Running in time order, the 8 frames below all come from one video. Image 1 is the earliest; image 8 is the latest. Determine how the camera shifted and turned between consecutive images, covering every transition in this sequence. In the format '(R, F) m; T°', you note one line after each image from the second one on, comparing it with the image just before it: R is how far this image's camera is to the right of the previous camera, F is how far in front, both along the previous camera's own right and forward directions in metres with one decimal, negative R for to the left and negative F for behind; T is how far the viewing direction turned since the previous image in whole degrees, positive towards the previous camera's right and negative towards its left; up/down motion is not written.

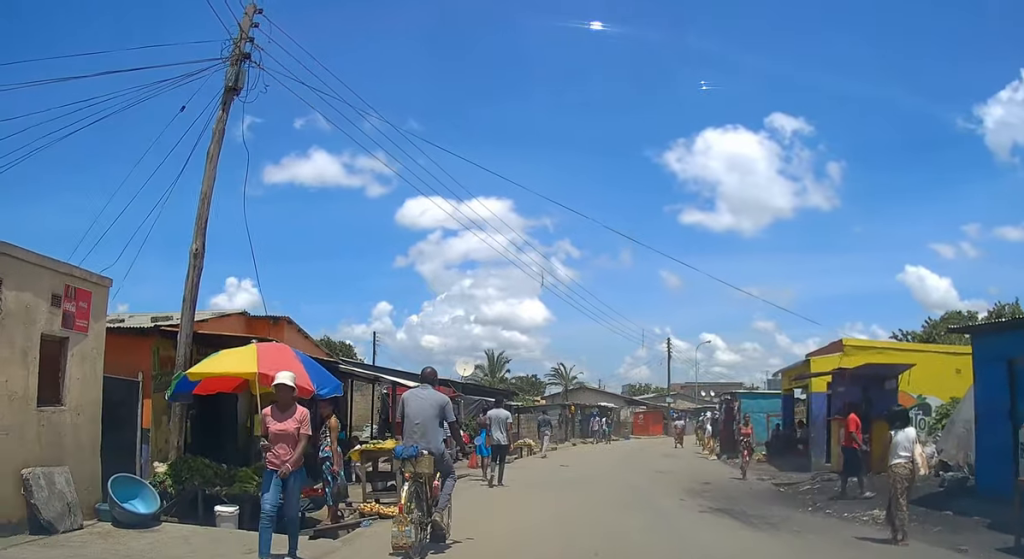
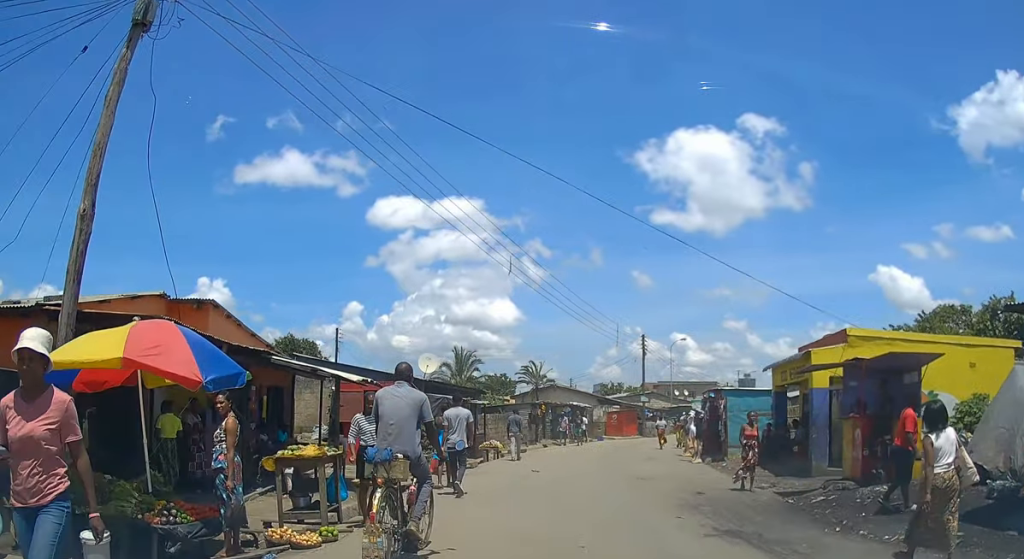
(0.0, +2.2) m; +4°
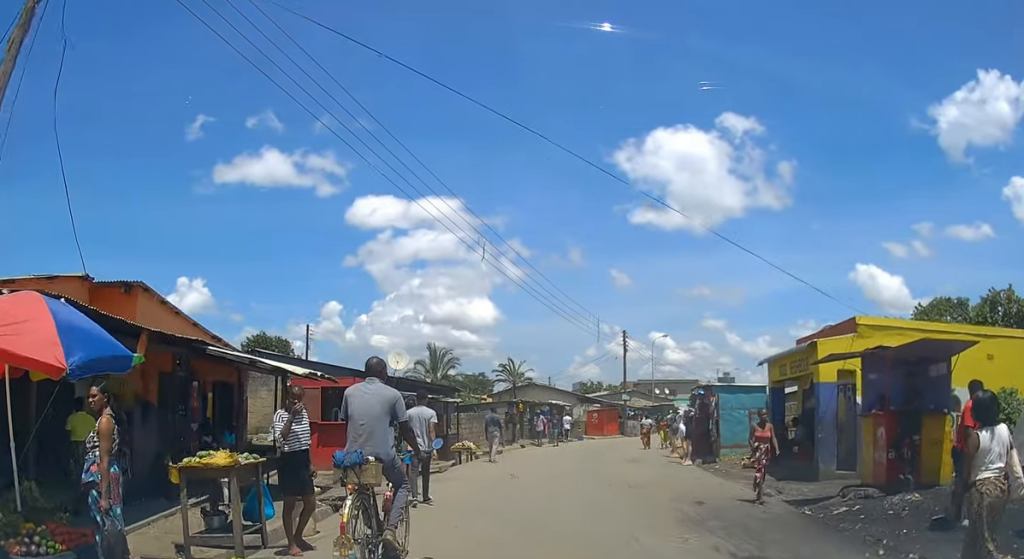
(-0.1, +1.6) m; +3°
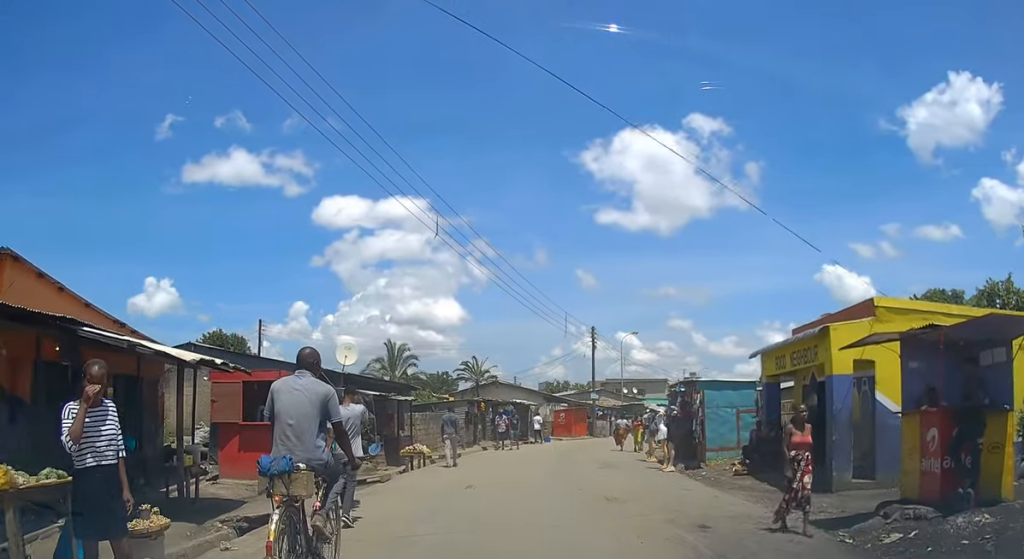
(+0.2, +2.6) m; +4°
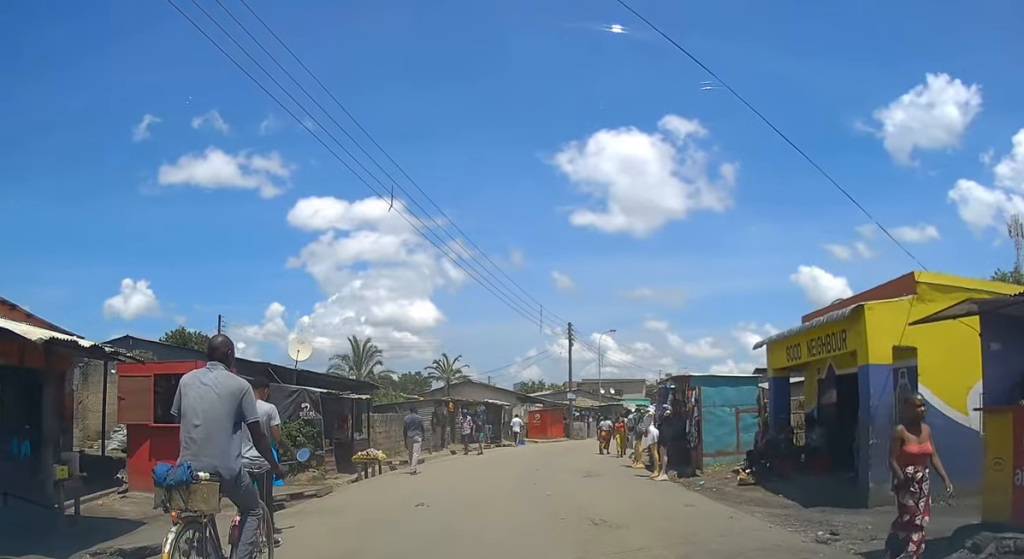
(+0.1, +2.6) m; +3°
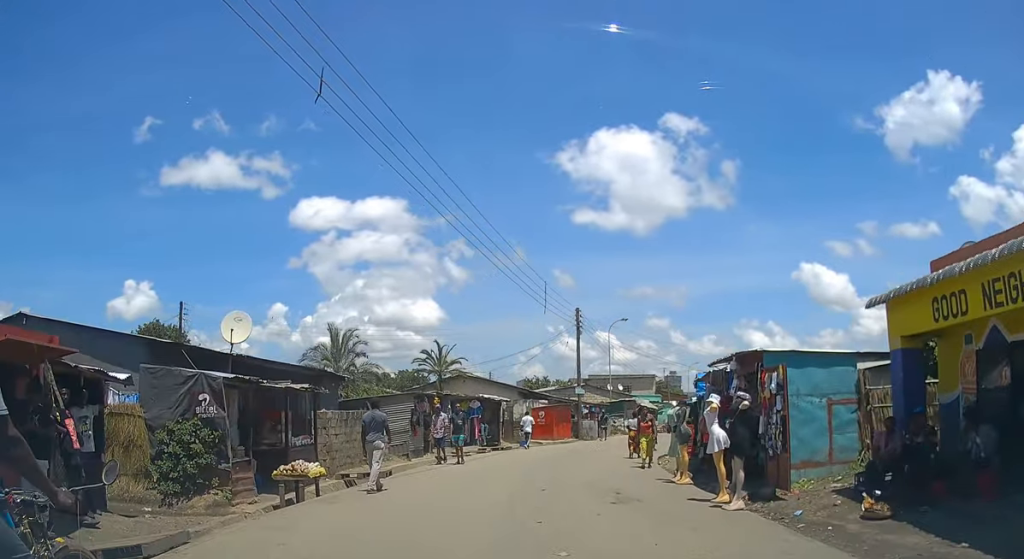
(+0.1, +5.6) m; 0°
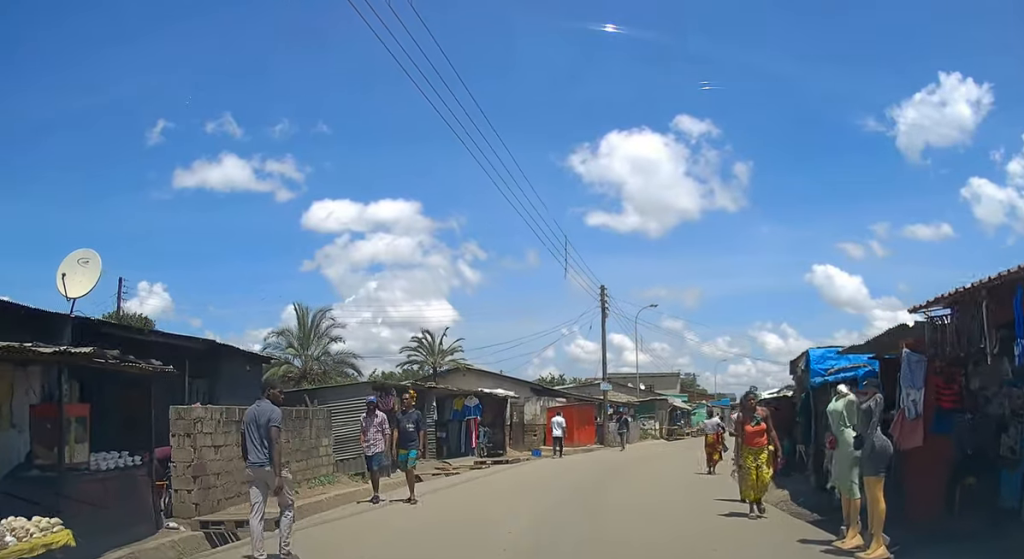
(-0.2, +8.1) m; -3°
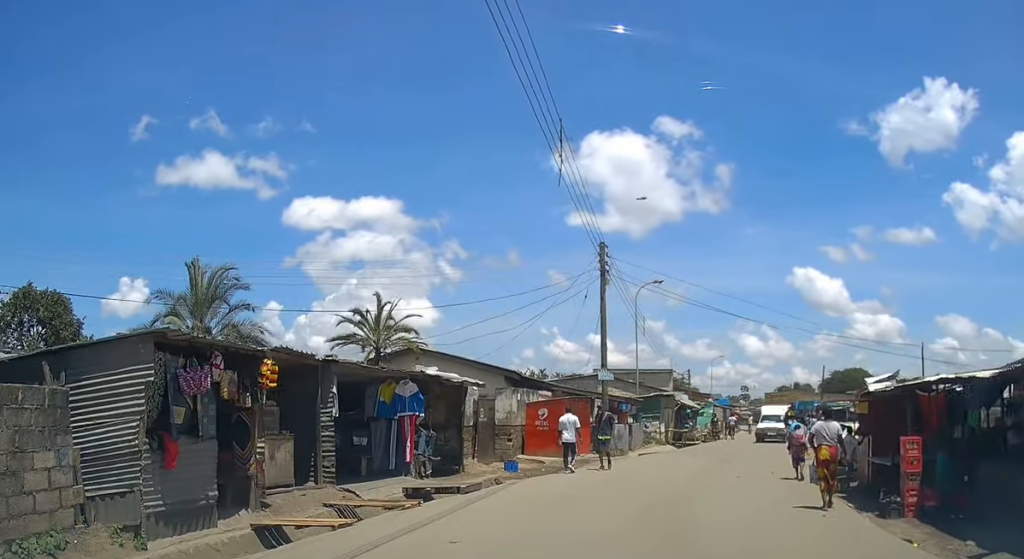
(0.0, +9.2) m; +1°
